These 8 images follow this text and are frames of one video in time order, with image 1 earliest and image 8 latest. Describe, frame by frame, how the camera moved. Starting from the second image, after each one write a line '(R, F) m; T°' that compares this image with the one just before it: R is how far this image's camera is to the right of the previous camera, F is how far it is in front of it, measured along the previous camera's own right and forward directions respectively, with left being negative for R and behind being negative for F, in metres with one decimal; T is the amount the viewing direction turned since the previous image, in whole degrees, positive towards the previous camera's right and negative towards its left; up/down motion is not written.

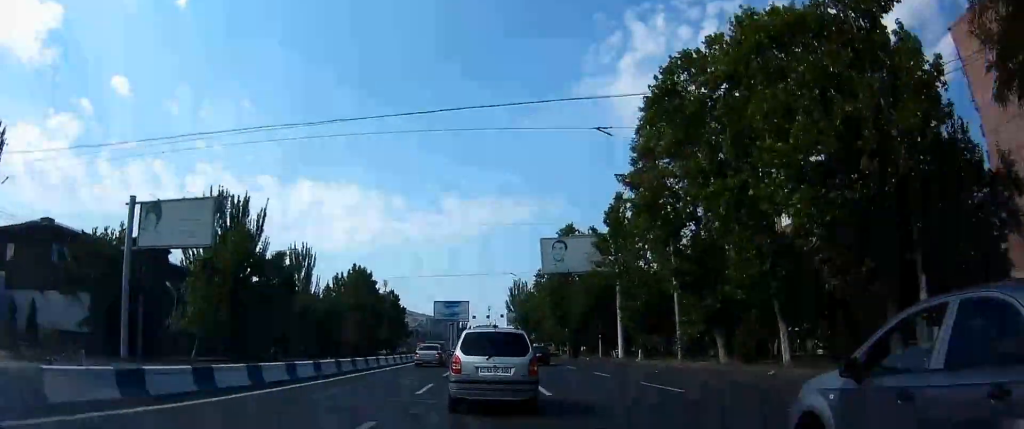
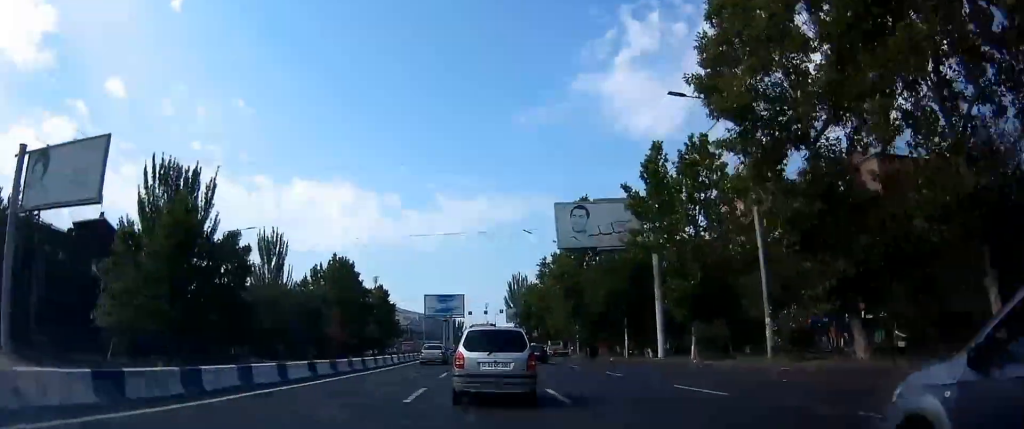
(+0.2, +12.7) m; +1°
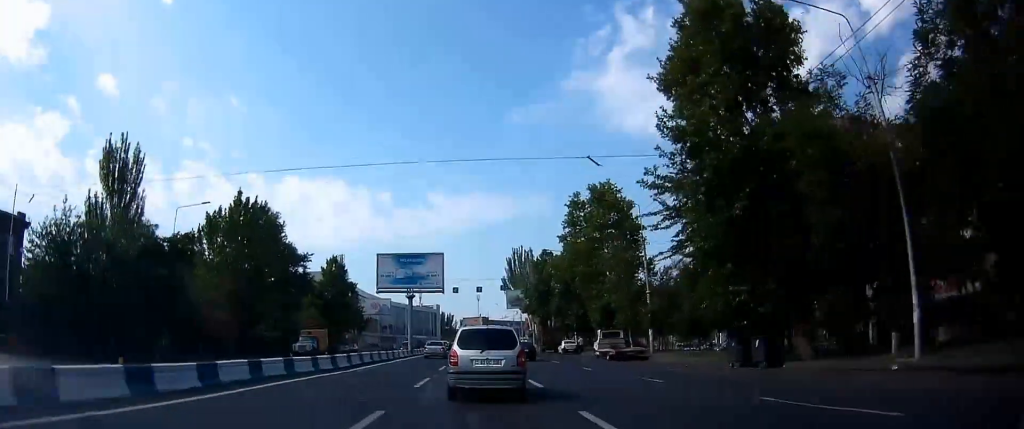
(-0.4, +37.5) m; 0°
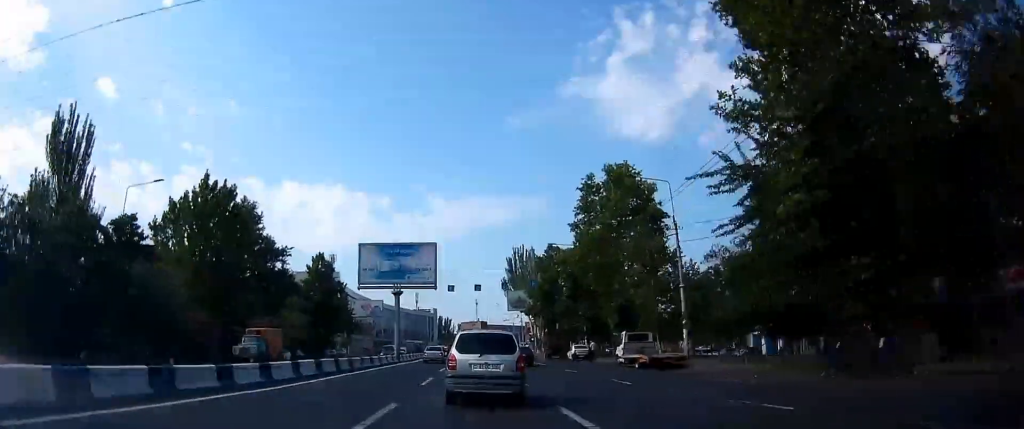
(+0.3, +7.9) m; +1°
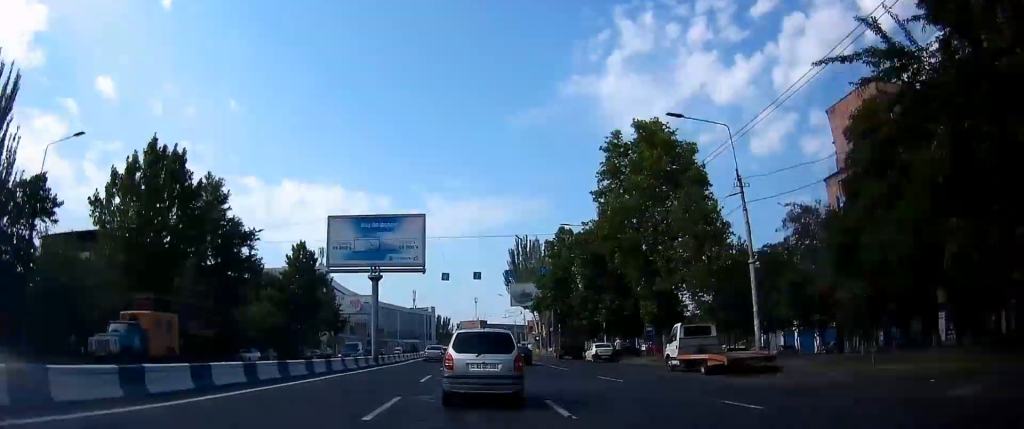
(+0.1, +10.1) m; 0°
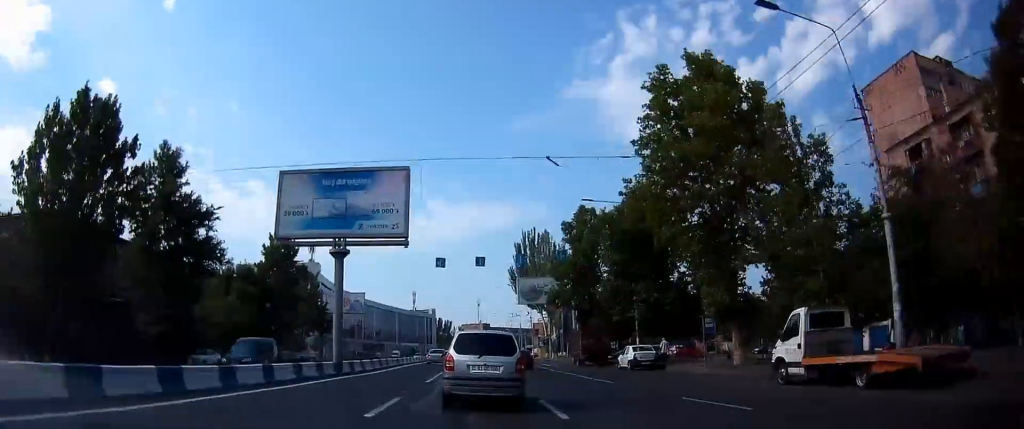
(-0.1, +10.7) m; -1°
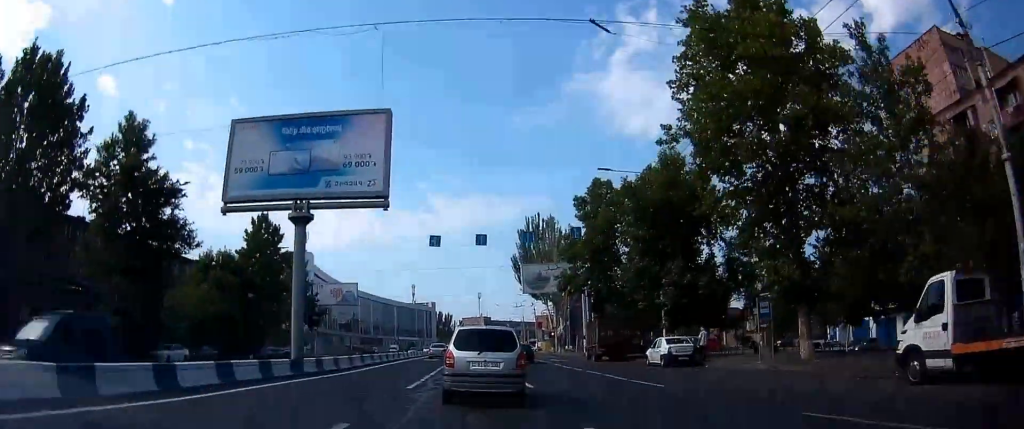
(0.0, +6.4) m; 0°
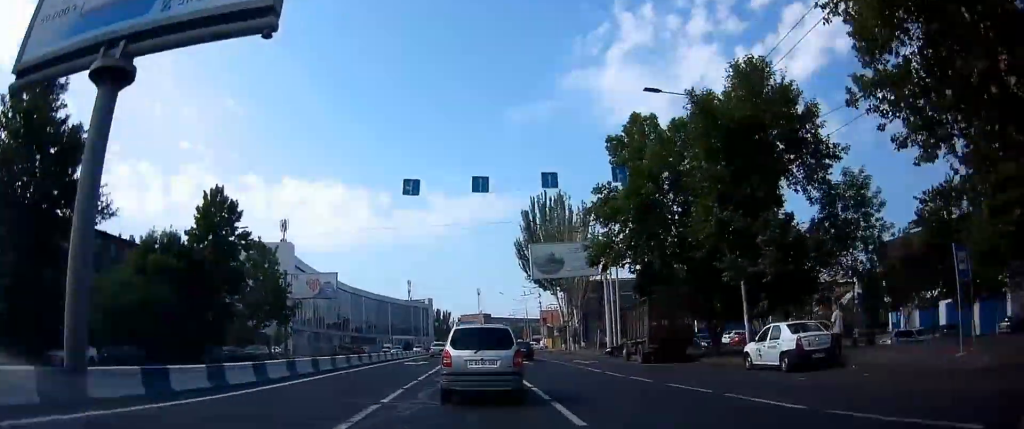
(0.0, +12.7) m; 0°
